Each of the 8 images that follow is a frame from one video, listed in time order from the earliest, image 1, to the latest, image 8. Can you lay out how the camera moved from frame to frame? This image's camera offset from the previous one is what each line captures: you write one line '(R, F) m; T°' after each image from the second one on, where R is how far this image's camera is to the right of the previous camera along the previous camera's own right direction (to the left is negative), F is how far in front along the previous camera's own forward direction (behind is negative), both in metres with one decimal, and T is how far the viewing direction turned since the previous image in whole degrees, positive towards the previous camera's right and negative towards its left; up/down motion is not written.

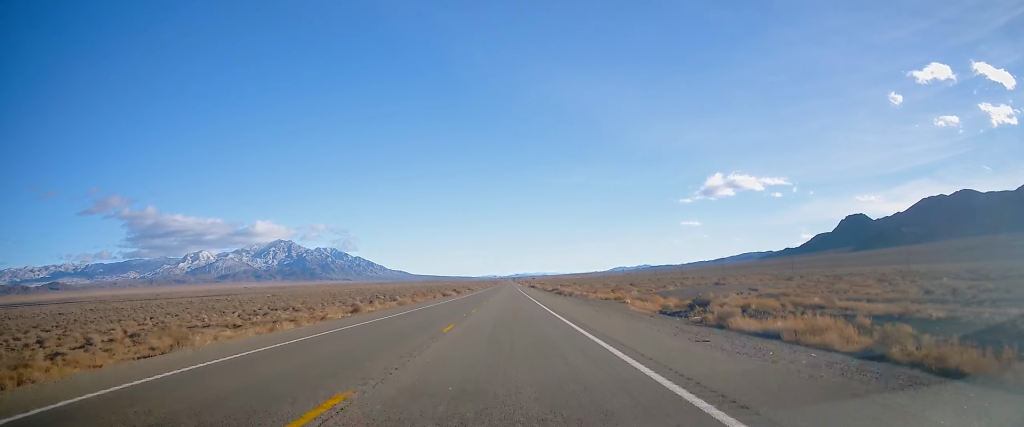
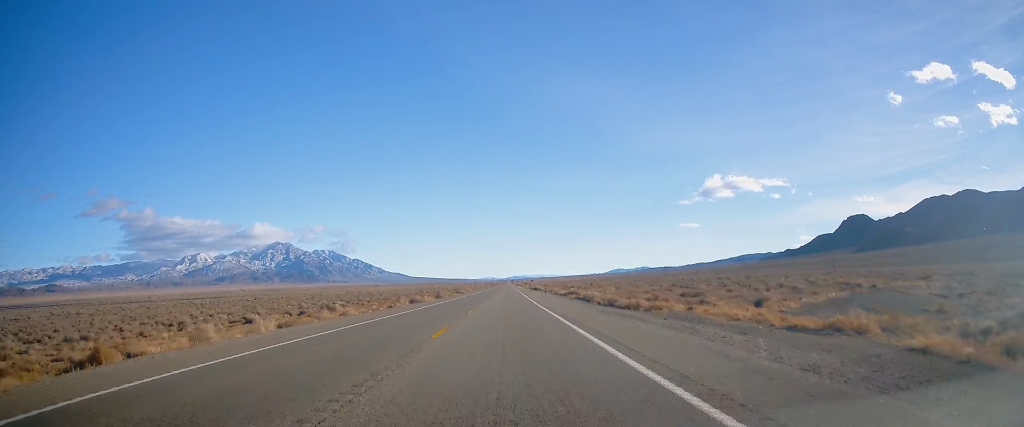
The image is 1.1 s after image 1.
(0.0, +38.3) m; 0°
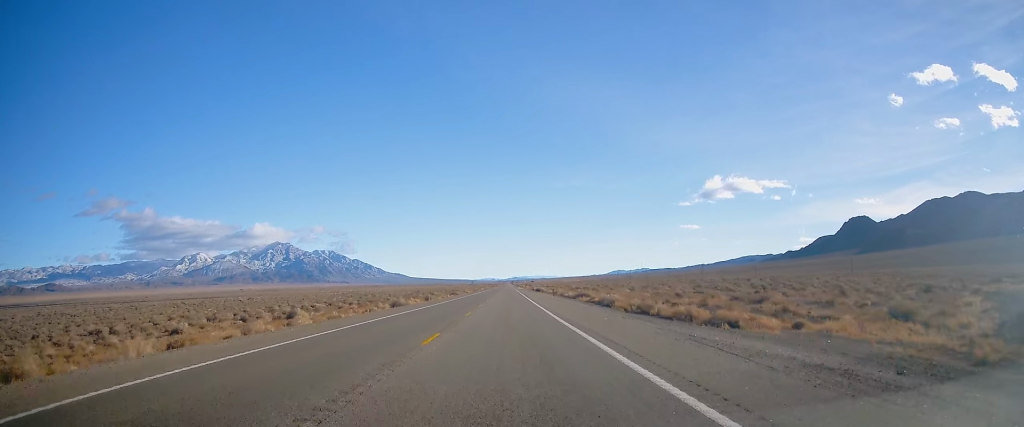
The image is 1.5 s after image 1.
(-0.1, +13.6) m; 0°
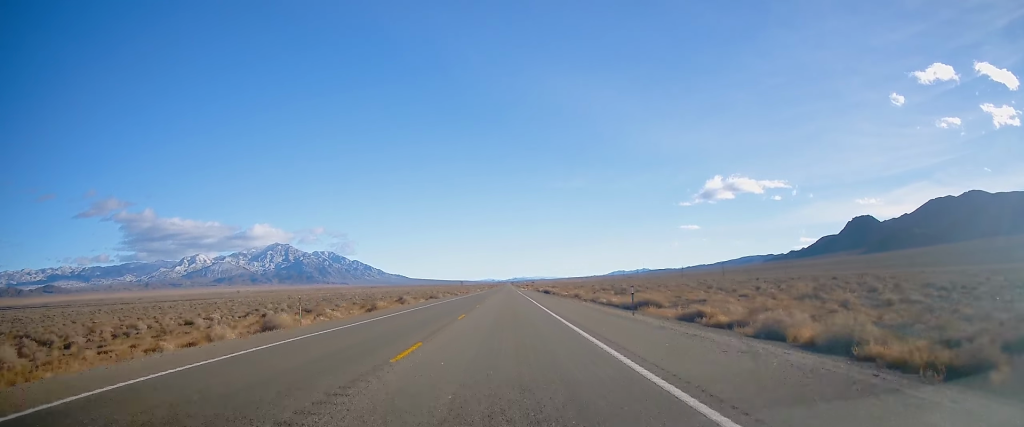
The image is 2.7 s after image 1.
(+0.2, +39.8) m; +1°
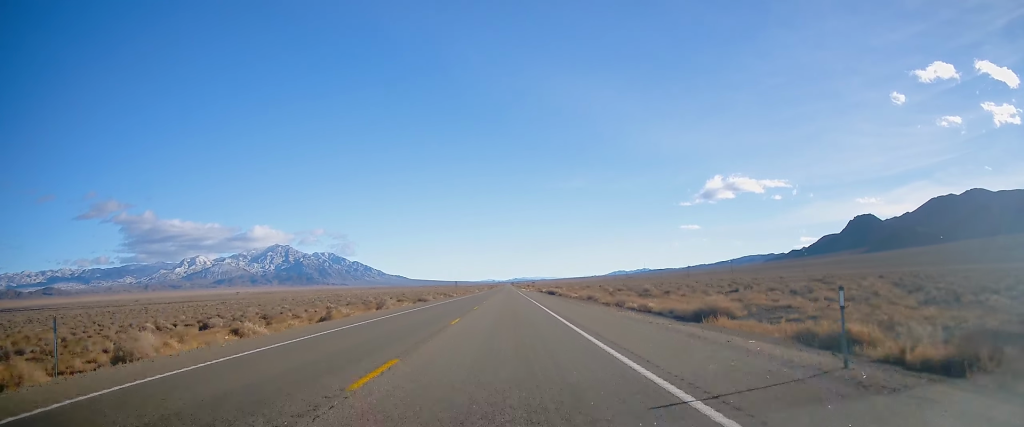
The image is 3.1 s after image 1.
(+0.1, +14.6) m; 0°
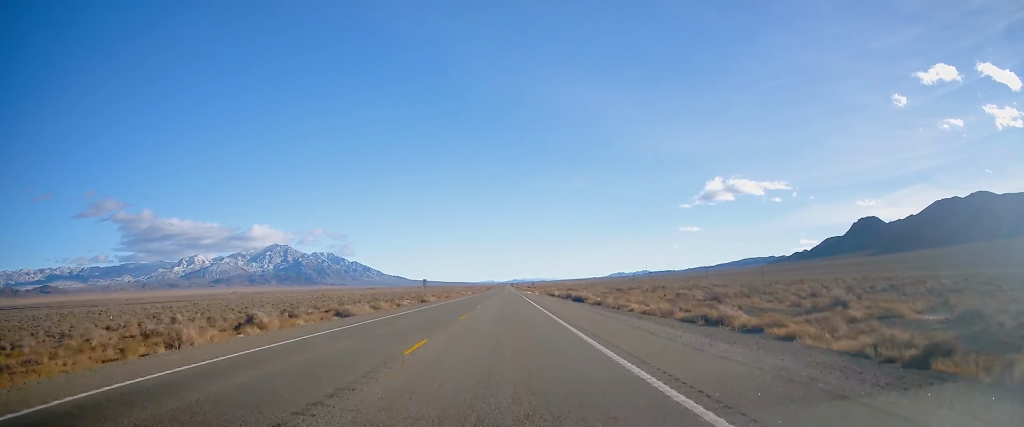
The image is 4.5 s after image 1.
(0.0, +45.3) m; -1°
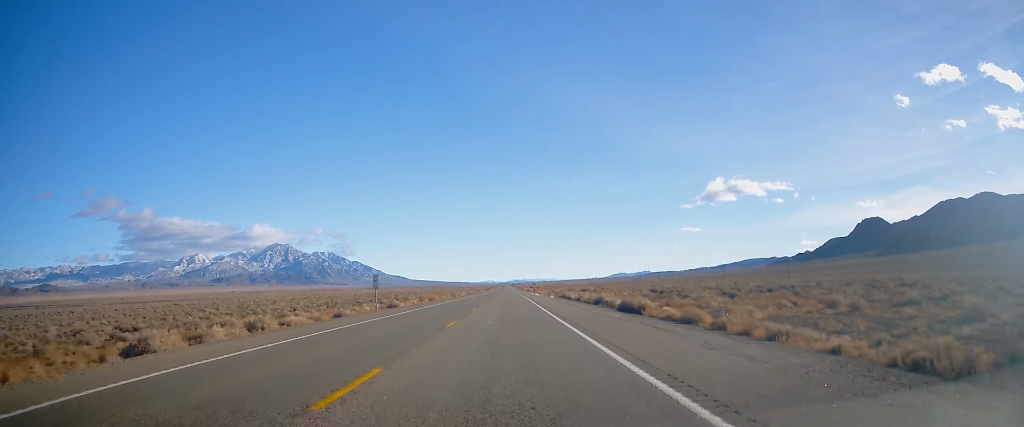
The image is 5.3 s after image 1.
(-0.3, +29.7) m; 0°
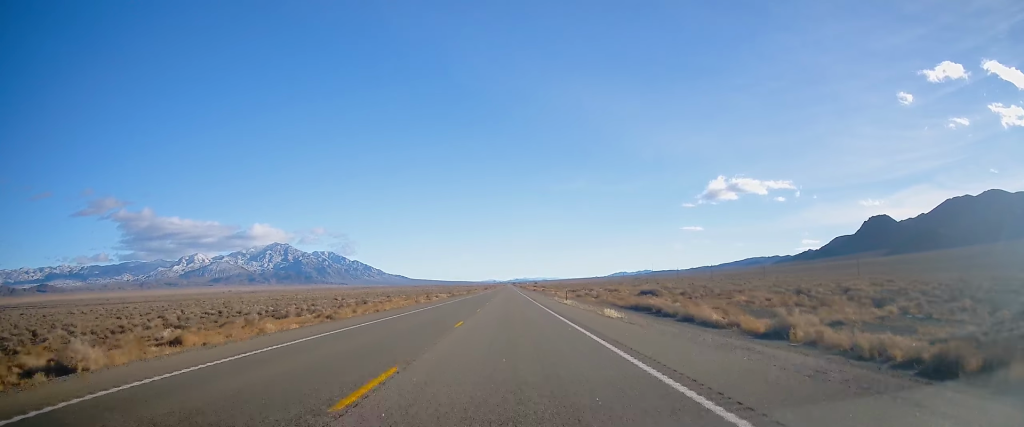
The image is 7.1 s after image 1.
(+0.7, +60.7) m; +1°
